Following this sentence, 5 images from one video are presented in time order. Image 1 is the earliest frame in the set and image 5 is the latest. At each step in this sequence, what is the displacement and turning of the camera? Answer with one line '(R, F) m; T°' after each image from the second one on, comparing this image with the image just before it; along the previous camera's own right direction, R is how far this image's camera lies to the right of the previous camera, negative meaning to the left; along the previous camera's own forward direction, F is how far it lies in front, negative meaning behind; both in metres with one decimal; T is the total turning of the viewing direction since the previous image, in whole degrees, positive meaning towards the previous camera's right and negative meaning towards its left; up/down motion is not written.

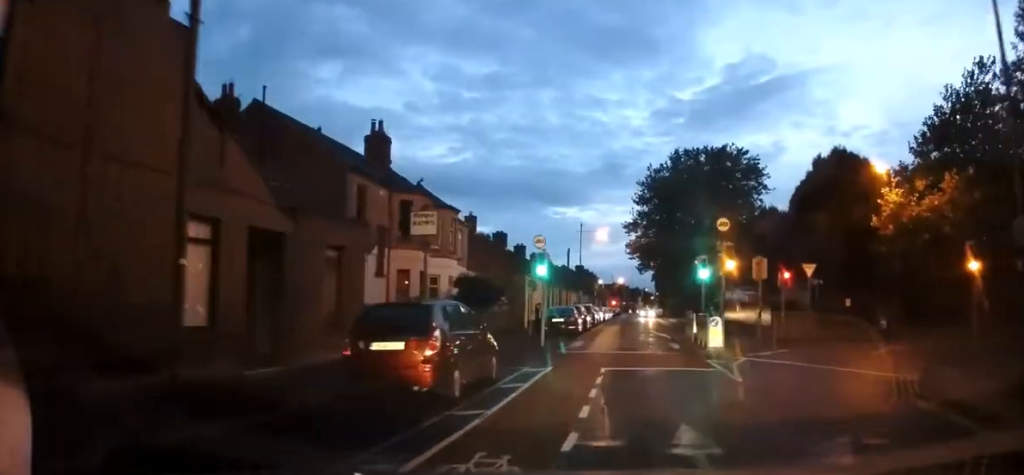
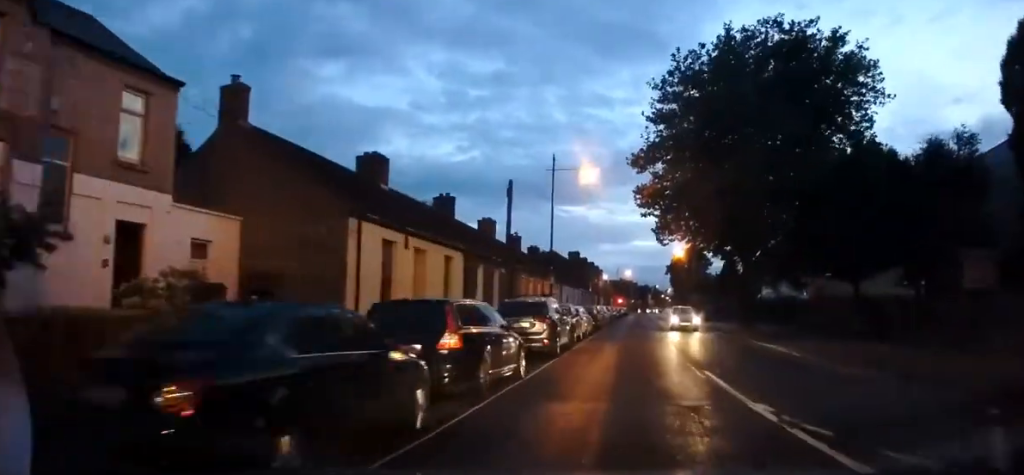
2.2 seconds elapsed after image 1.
(-1.0, +25.4) m; -2°
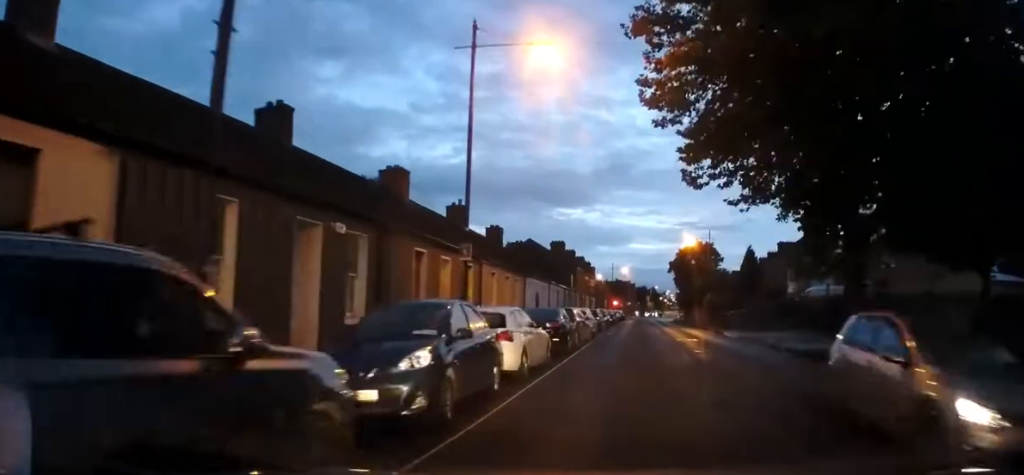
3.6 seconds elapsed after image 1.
(+0.1, +16.0) m; 0°
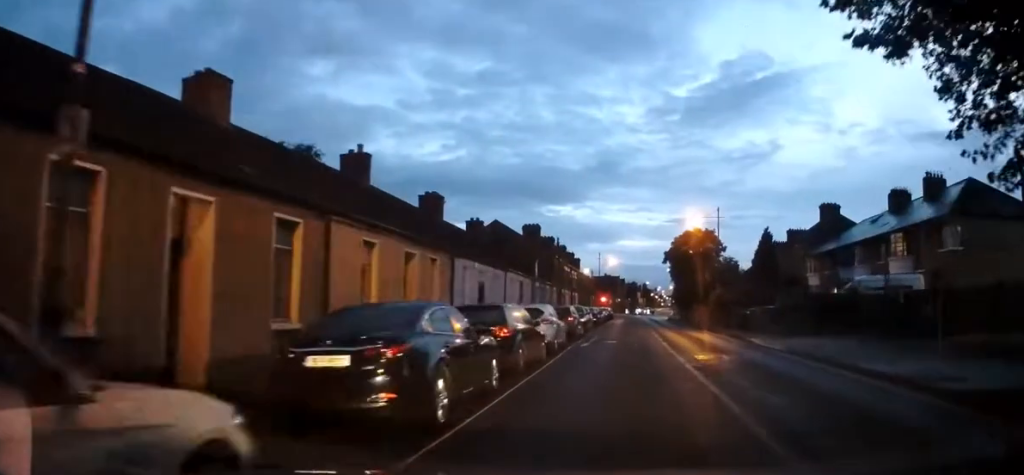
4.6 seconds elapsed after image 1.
(0.0, +11.5) m; +3°
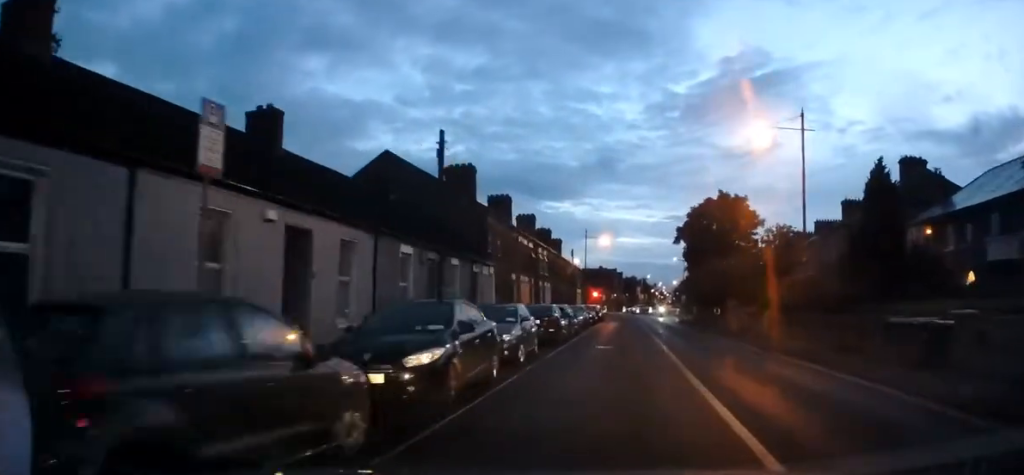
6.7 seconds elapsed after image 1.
(+0.2, +23.8) m; -3°
